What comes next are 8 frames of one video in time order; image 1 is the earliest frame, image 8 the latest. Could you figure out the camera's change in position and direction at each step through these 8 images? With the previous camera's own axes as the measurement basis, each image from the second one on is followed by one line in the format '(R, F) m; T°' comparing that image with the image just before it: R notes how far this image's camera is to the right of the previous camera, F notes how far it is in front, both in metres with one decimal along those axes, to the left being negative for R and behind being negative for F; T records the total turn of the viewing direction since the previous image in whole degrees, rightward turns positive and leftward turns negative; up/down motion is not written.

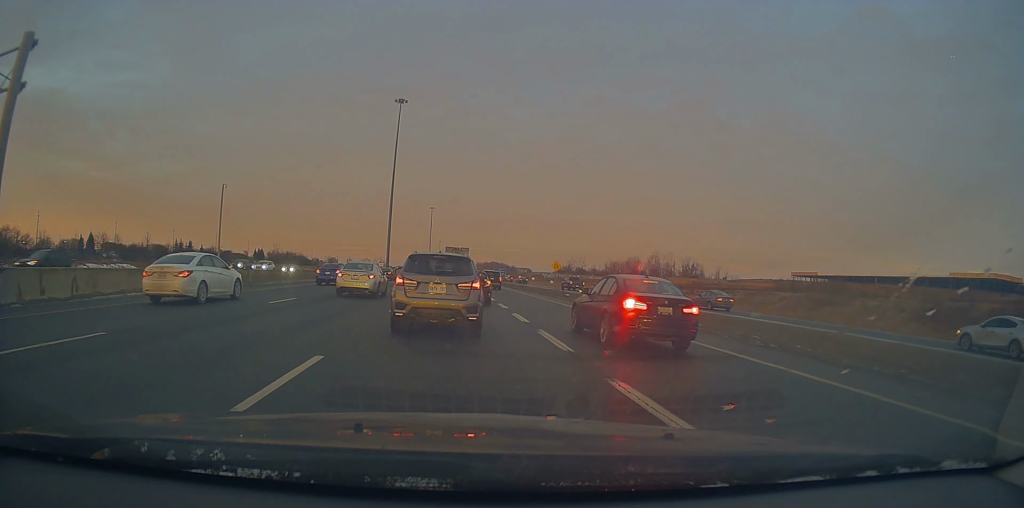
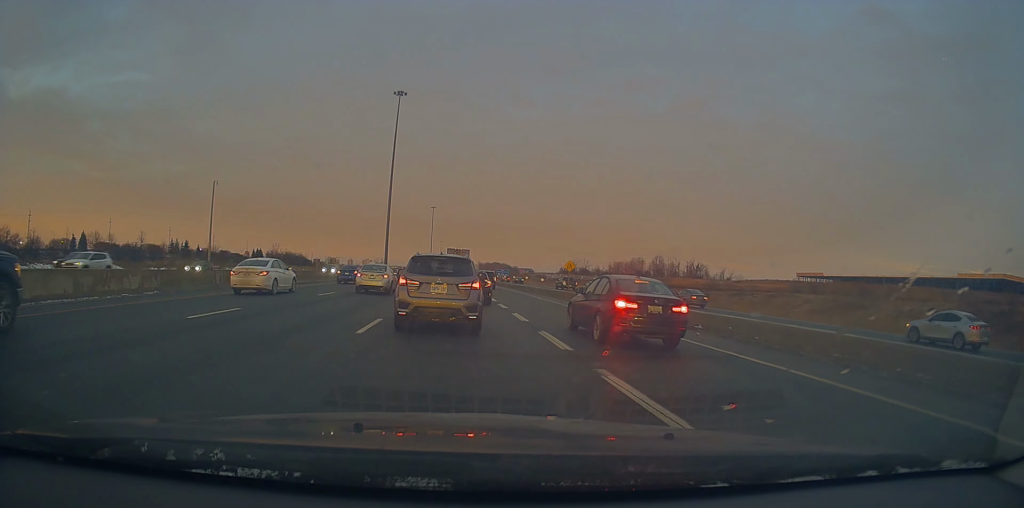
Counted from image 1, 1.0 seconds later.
(-0.2, +5.7) m; -1°
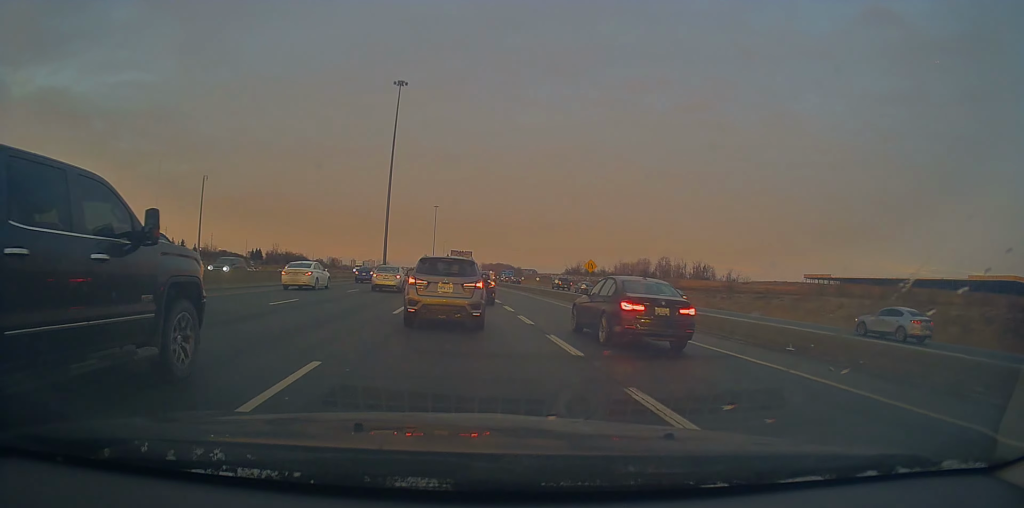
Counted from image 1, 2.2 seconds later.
(-0.1, +6.5) m; -4°
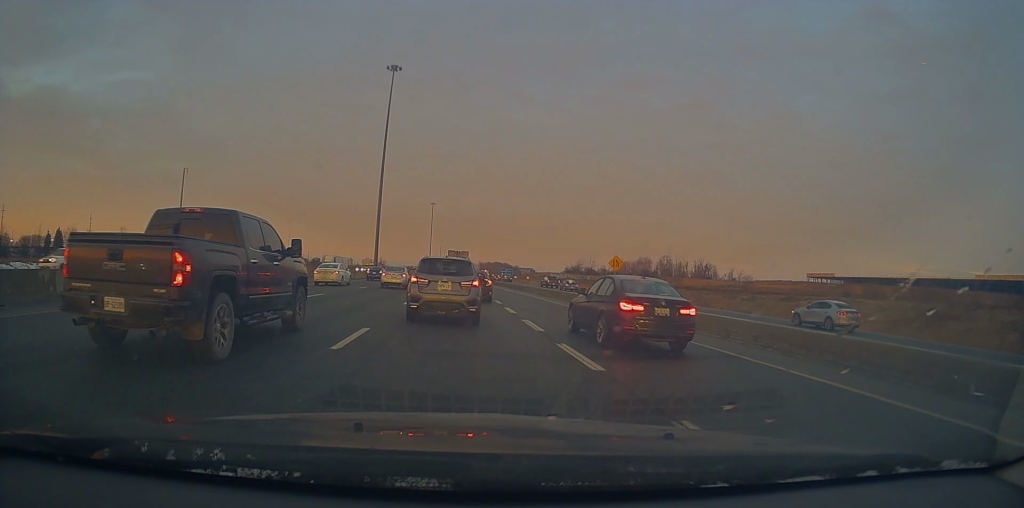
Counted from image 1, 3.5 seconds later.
(-0.2, +7.9) m; +4°
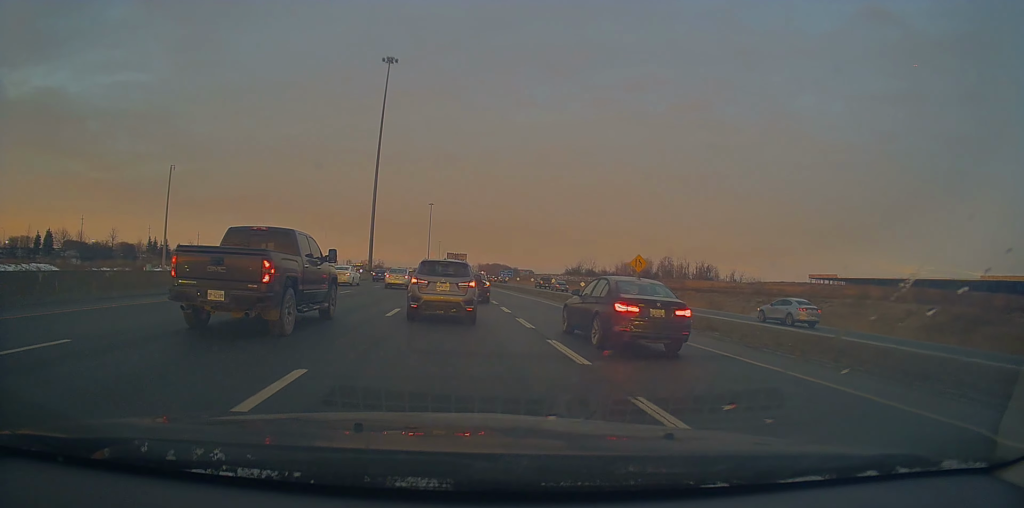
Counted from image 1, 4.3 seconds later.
(+0.3, +4.8) m; +2°
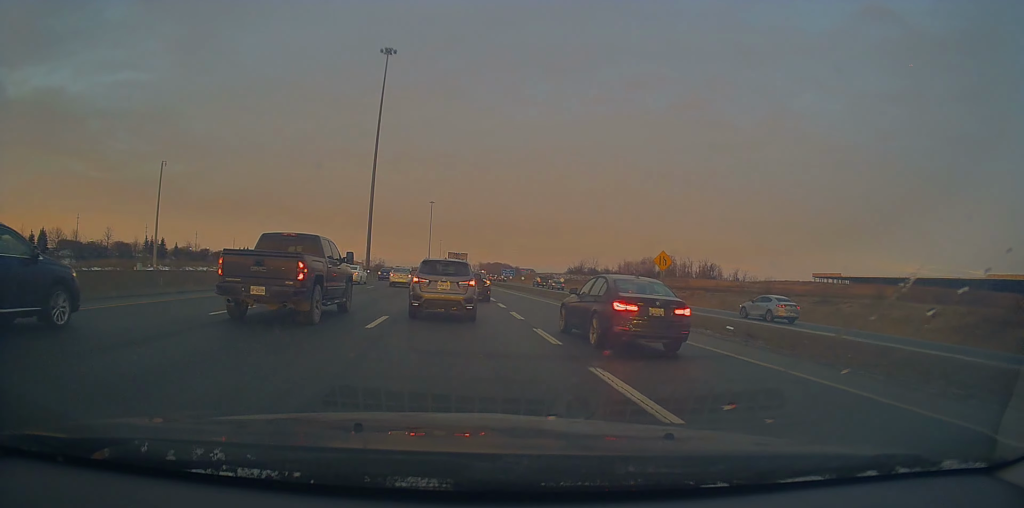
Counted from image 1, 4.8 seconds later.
(+0.2, +3.4) m; 0°
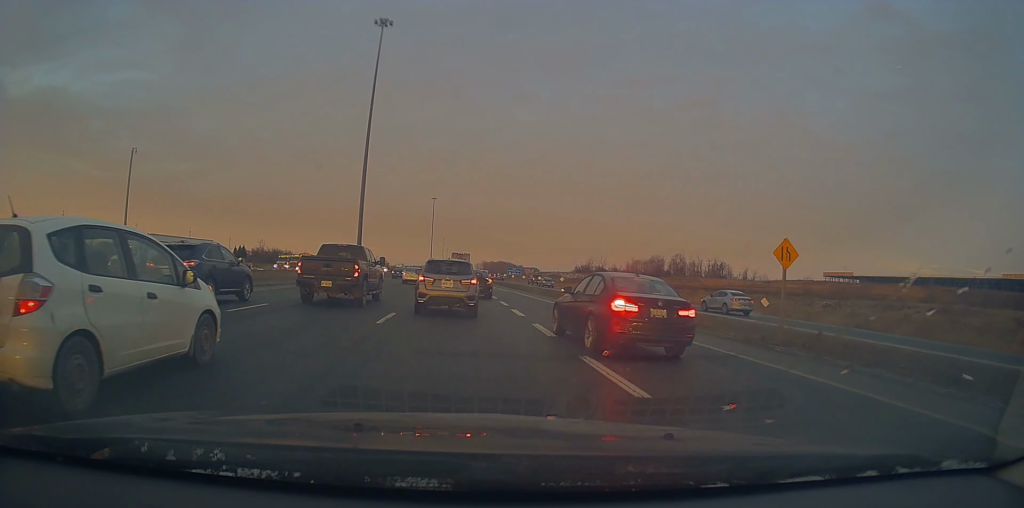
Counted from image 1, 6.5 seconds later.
(-0.6, +10.6) m; -2°
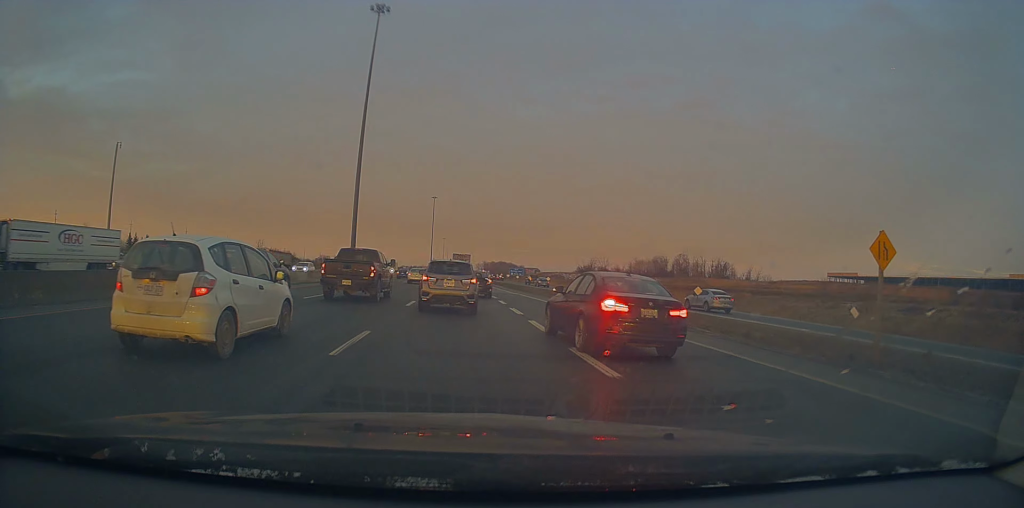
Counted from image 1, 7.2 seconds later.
(0.0, +5.0) m; 0°
